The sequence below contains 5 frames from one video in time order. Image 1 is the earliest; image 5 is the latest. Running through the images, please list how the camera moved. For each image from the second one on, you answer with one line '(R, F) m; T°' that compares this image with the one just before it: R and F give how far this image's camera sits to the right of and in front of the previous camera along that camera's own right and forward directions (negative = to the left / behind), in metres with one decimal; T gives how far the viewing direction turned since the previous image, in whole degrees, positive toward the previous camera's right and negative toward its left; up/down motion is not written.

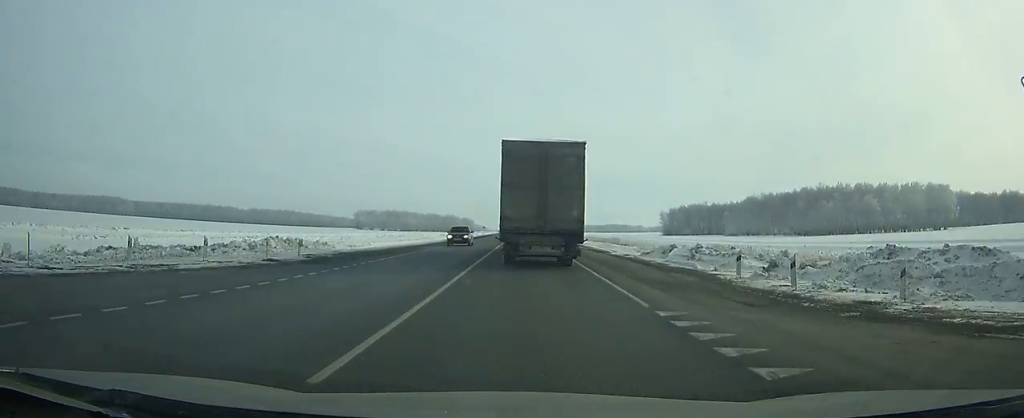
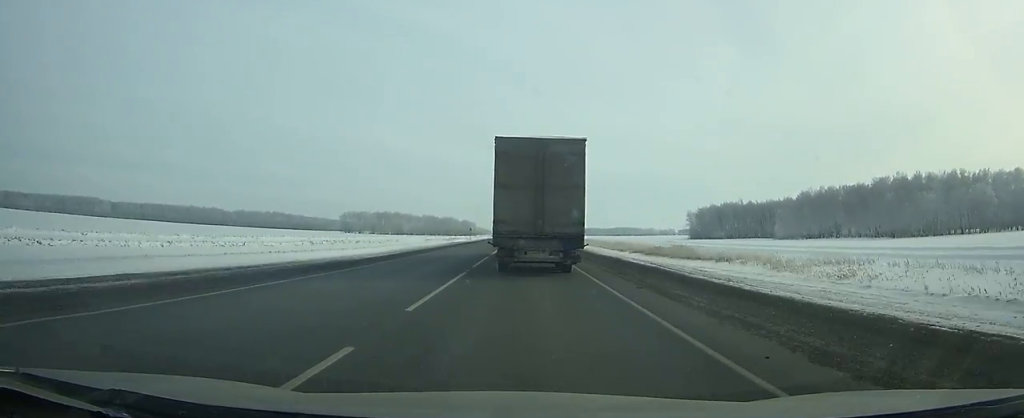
(-0.3, +62.4) m; -1°
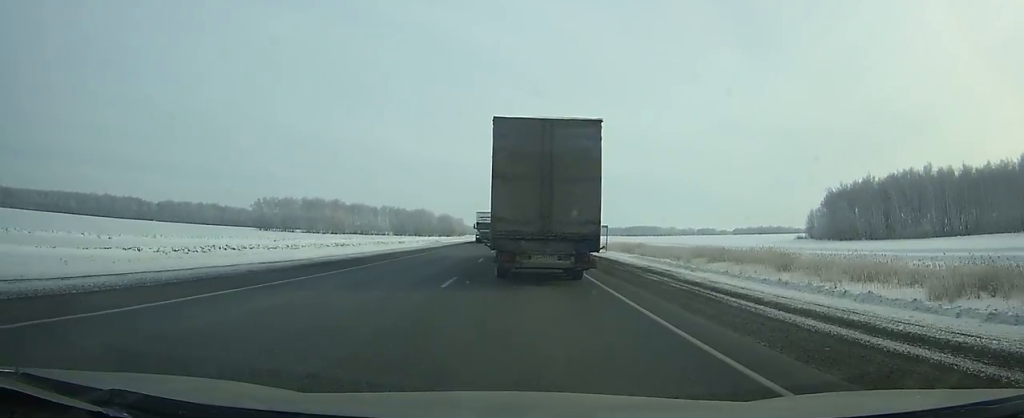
(-1.9, +185.6) m; -1°
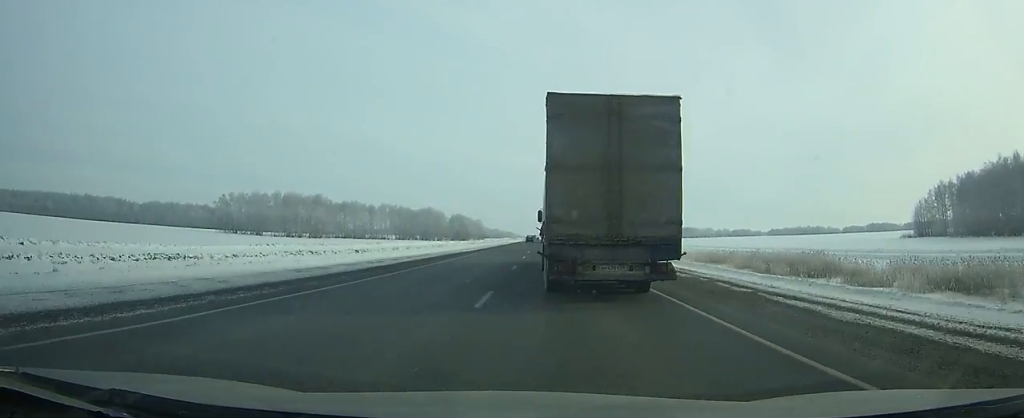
(-0.6, +78.6) m; -1°
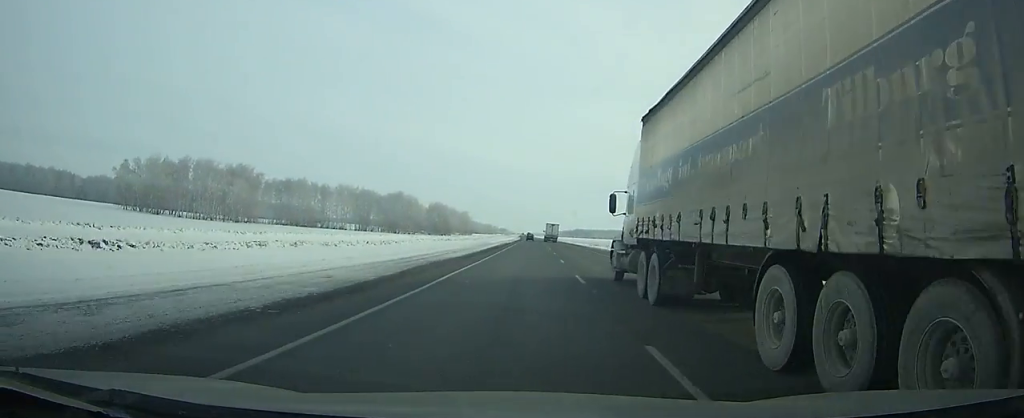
(-0.6, +79.9) m; 0°
